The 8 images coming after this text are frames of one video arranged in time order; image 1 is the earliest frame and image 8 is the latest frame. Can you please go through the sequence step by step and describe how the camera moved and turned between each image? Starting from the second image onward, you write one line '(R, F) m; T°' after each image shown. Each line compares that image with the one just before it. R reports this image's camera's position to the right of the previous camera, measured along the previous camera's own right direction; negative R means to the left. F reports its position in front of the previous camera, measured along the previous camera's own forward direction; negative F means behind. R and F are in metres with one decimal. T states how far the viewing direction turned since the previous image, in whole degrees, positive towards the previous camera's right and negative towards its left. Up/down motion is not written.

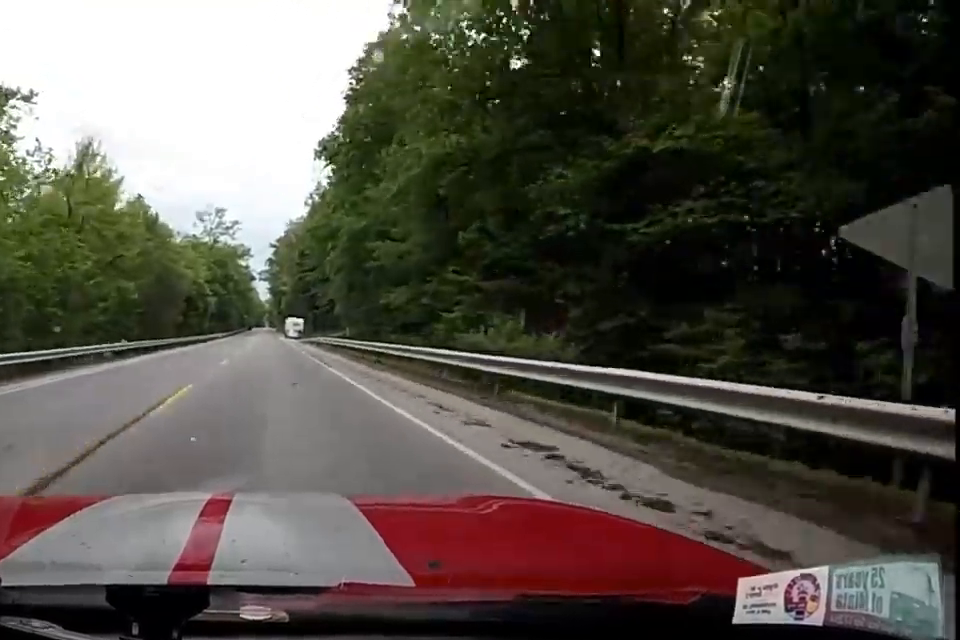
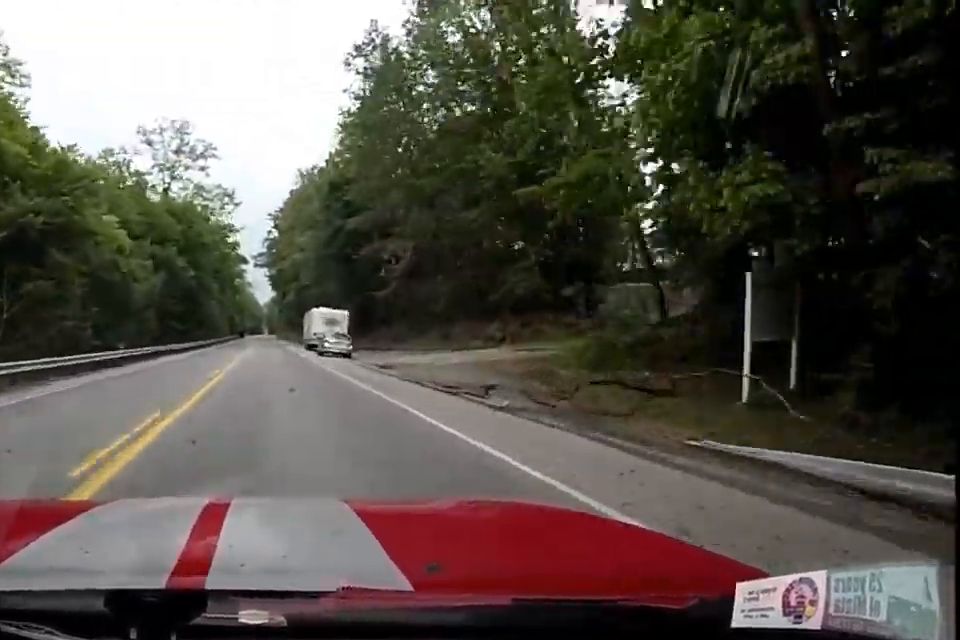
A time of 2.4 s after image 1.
(-1.3, +54.2) m; 0°
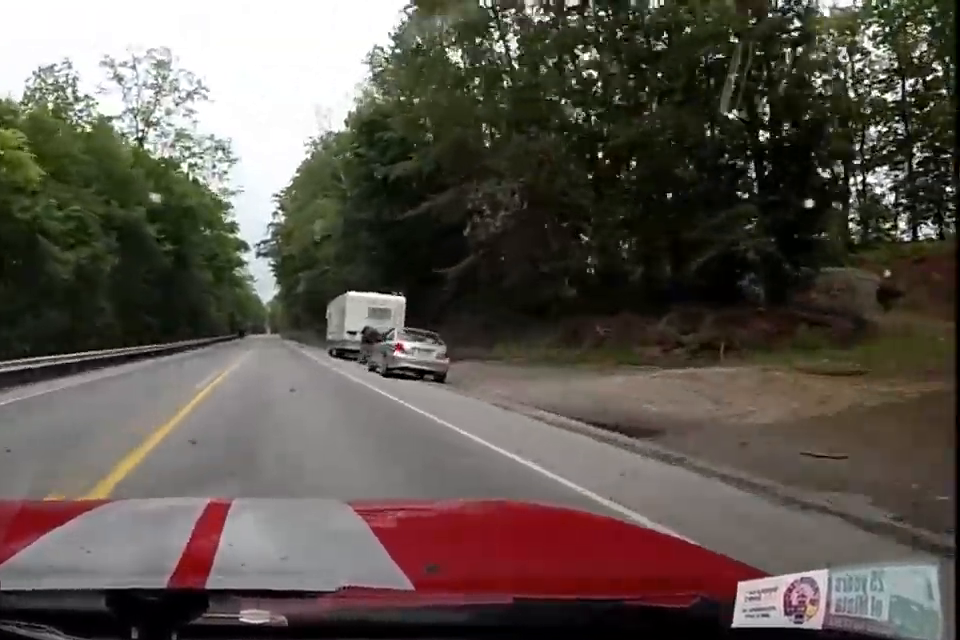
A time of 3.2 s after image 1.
(0.0, +17.2) m; 0°
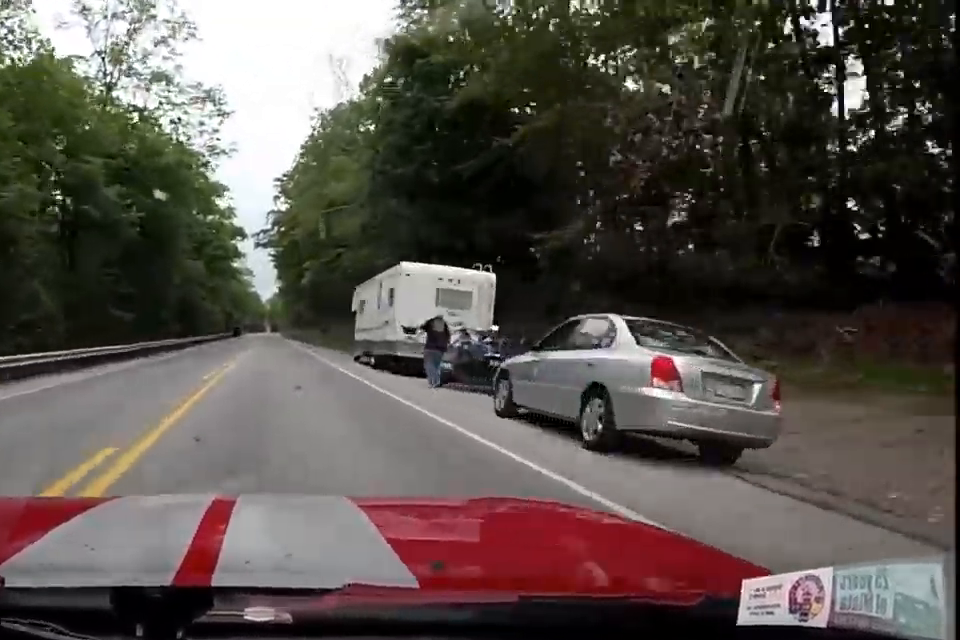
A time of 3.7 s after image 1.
(0.0, +11.3) m; 0°
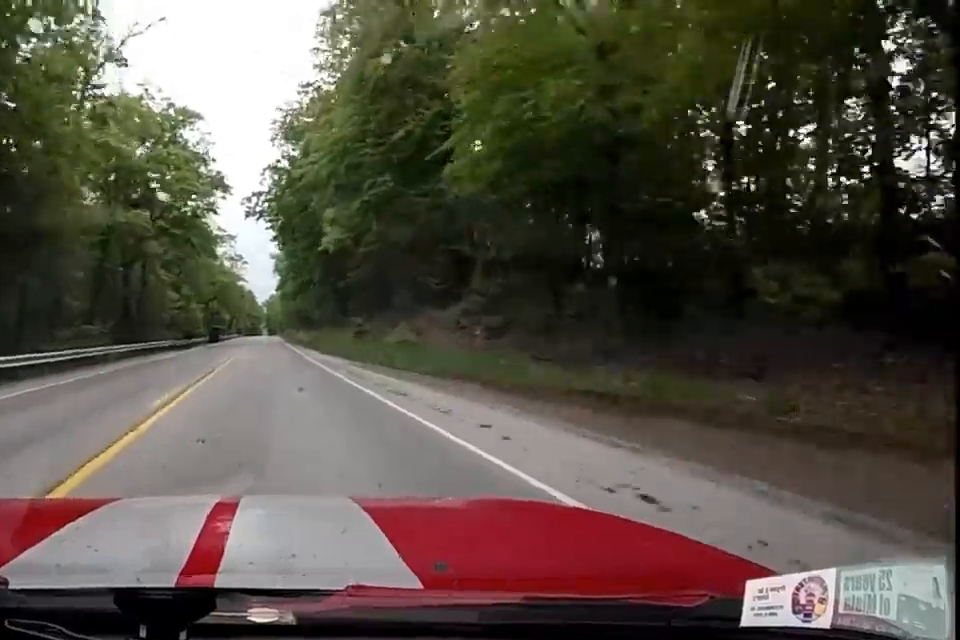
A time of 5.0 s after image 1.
(+0.2, +30.3) m; +1°
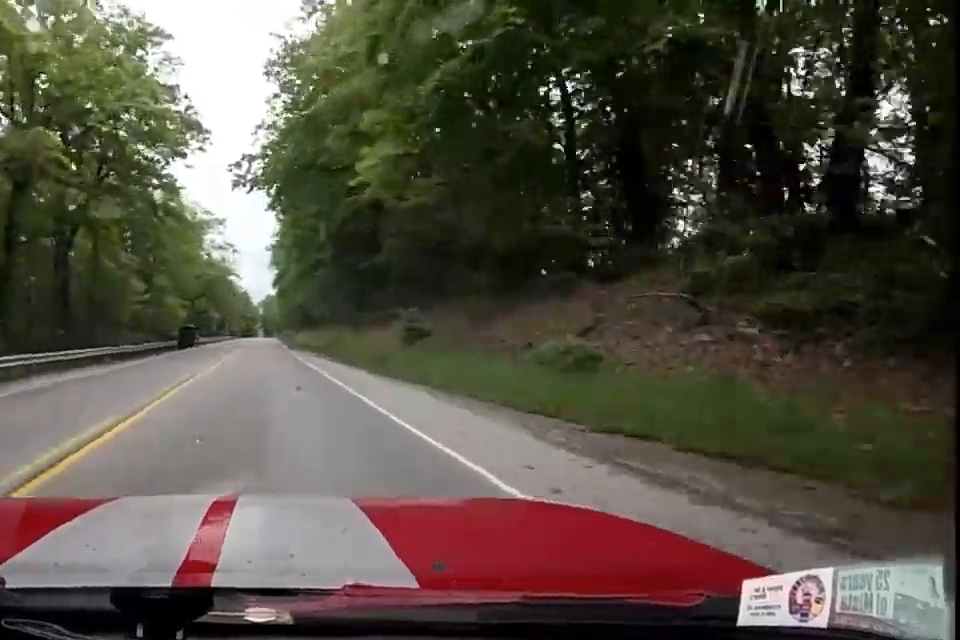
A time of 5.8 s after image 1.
(0.0, +16.8) m; 0°
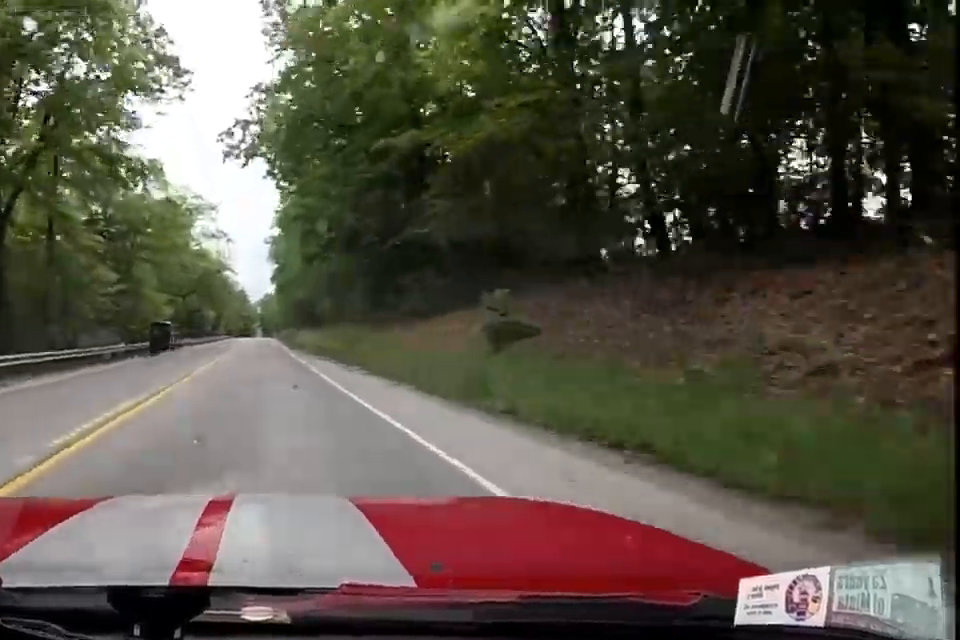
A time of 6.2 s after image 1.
(0.0, +10.0) m; 0°
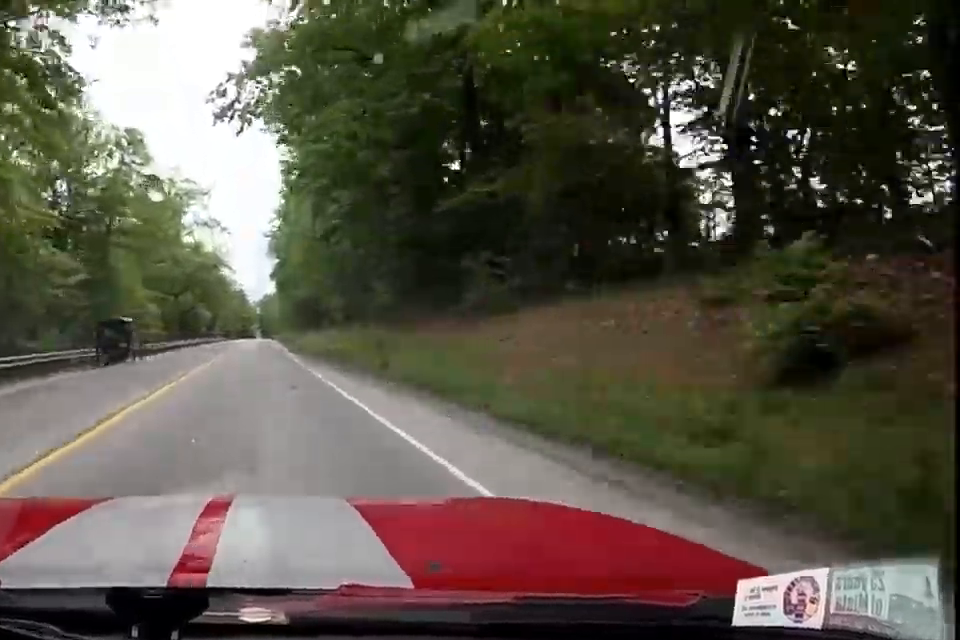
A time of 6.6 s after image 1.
(0.0, +9.3) m; 0°
